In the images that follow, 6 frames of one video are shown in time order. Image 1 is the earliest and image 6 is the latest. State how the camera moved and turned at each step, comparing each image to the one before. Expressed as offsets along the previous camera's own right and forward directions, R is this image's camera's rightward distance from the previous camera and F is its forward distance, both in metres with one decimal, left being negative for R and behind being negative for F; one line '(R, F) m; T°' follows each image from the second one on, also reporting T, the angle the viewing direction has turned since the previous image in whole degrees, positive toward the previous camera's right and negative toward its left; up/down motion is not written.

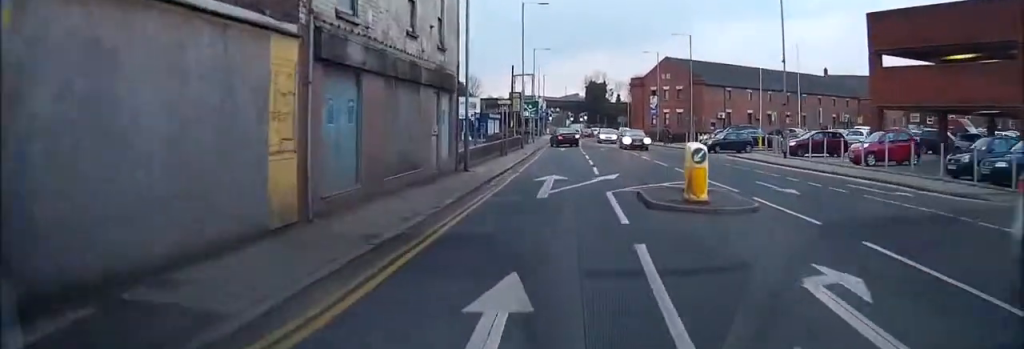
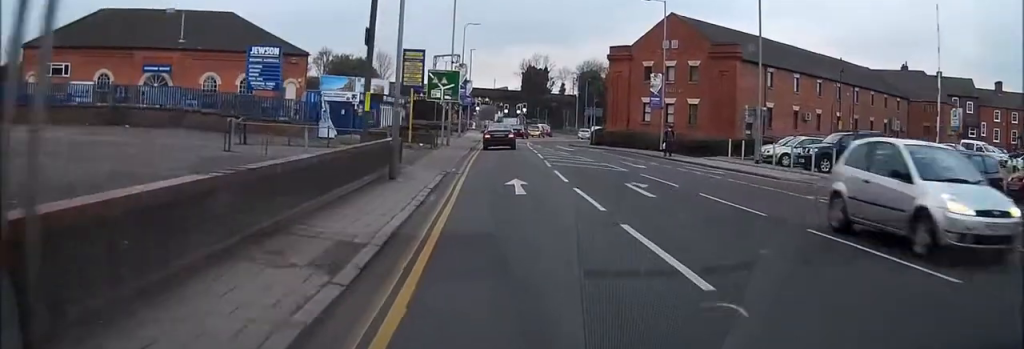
(+1.5, +33.8) m; +3°
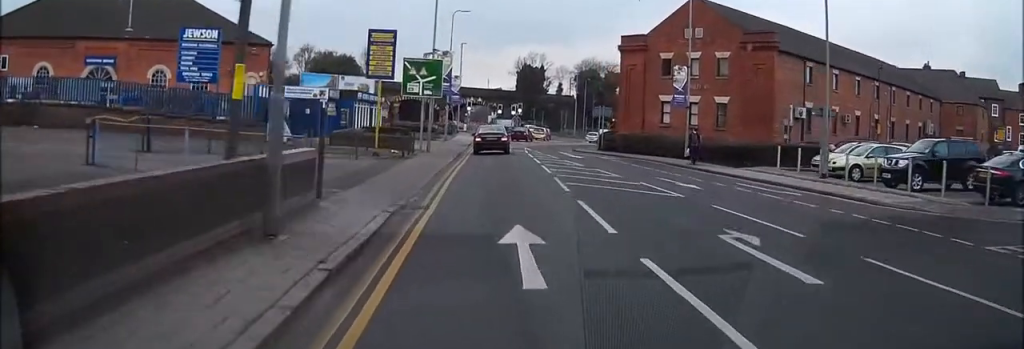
(0.0, +8.4) m; 0°
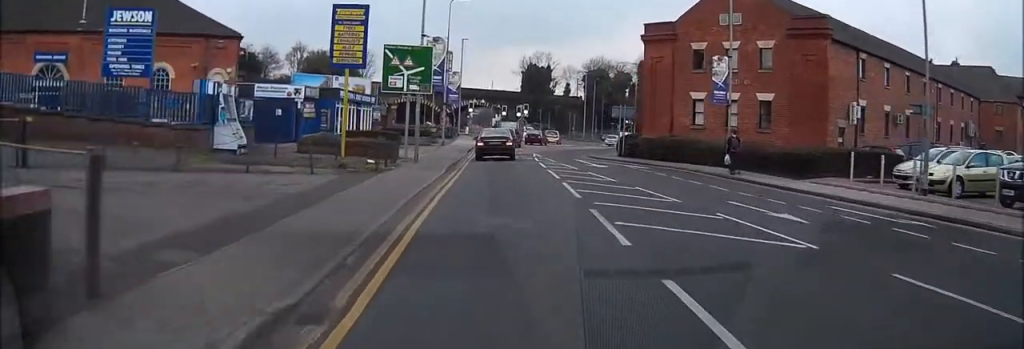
(0.0, +7.1) m; 0°
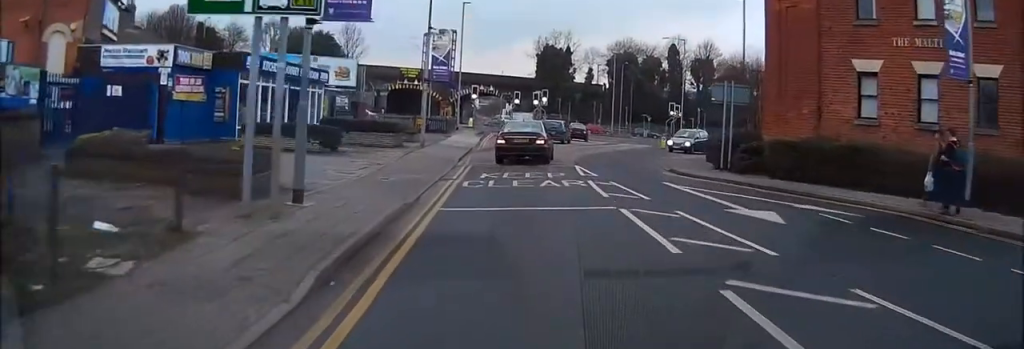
(-0.2, +18.9) m; 0°
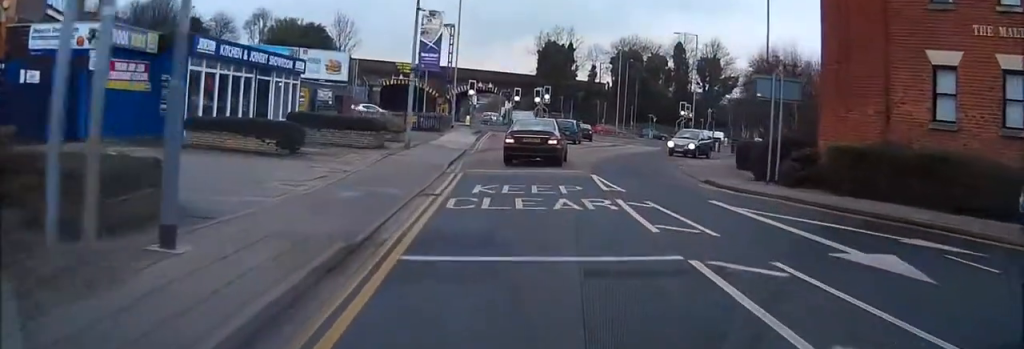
(+0.1, +4.6) m; +1°
